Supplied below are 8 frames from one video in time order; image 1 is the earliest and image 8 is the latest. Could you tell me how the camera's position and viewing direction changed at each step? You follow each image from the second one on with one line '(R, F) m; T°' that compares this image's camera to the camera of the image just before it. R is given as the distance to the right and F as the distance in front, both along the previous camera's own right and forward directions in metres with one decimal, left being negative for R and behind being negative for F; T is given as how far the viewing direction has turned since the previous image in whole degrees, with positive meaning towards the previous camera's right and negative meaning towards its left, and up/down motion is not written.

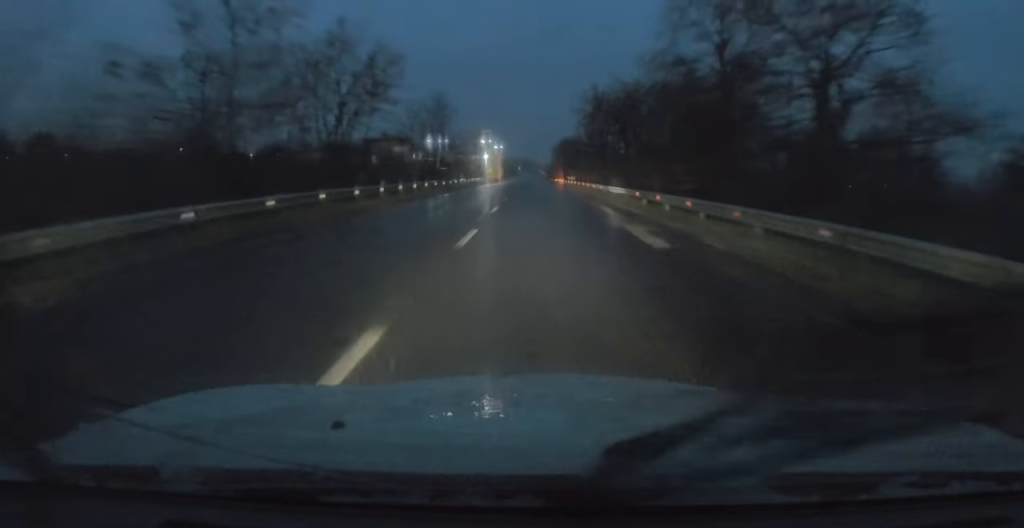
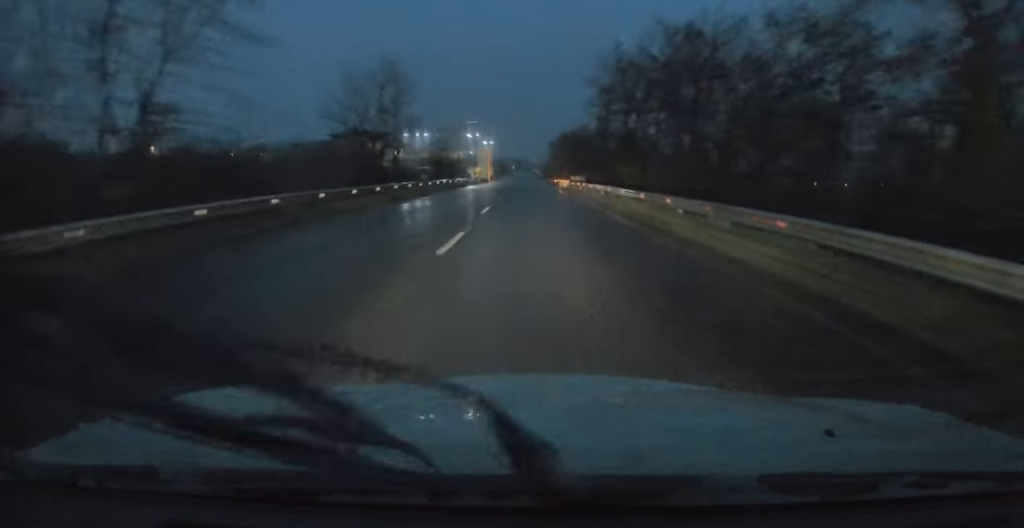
(0.0, +19.0) m; 0°
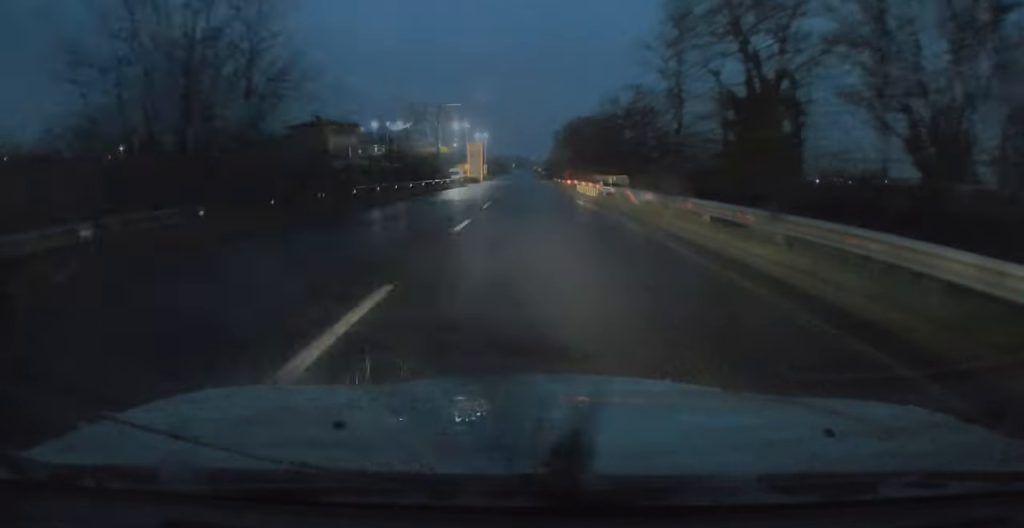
(-0.1, +23.2) m; 0°
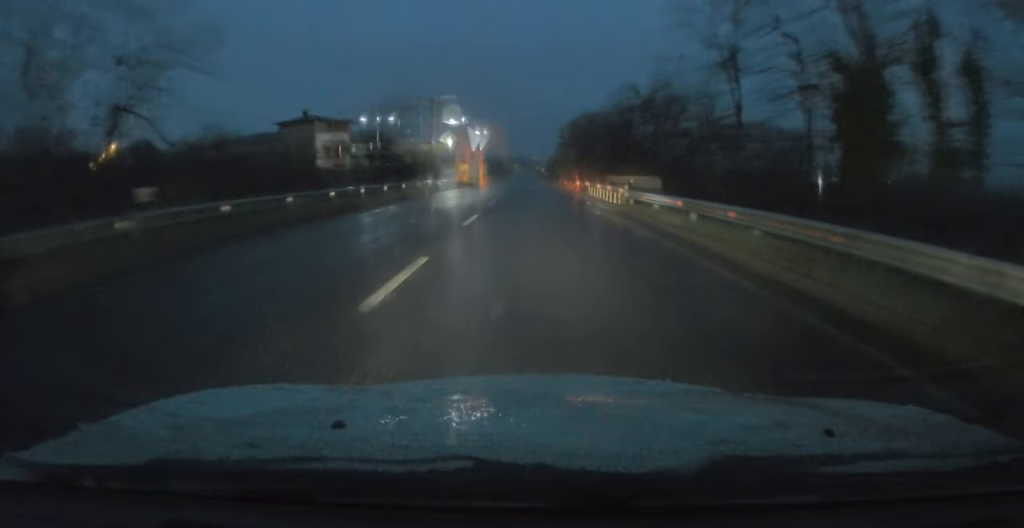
(0.0, +7.0) m; 0°
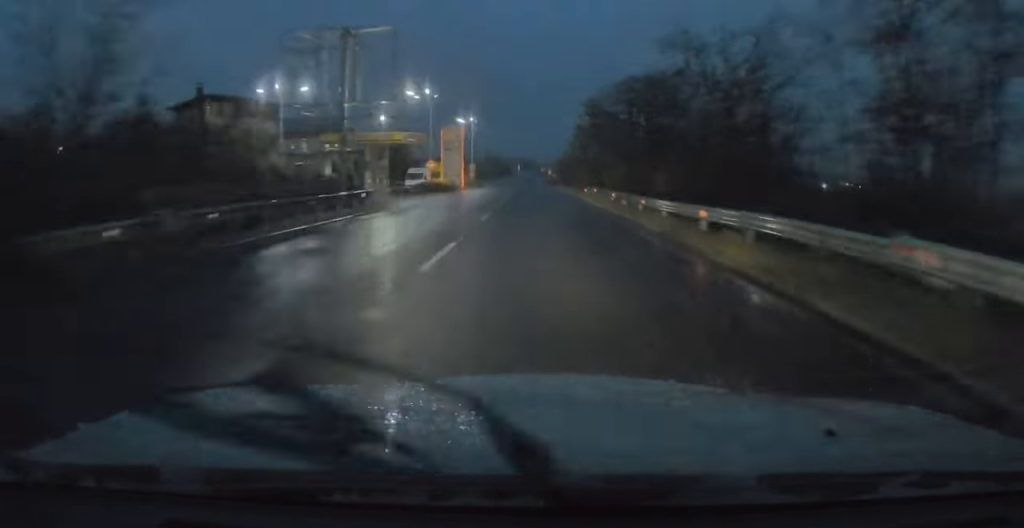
(-0.2, +32.9) m; 0°
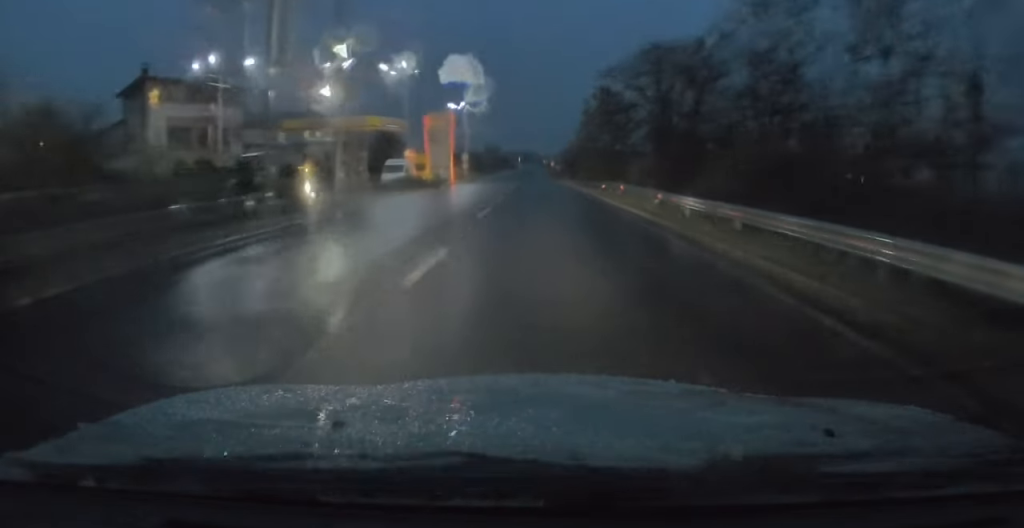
(+0.1, +10.3) m; 0°
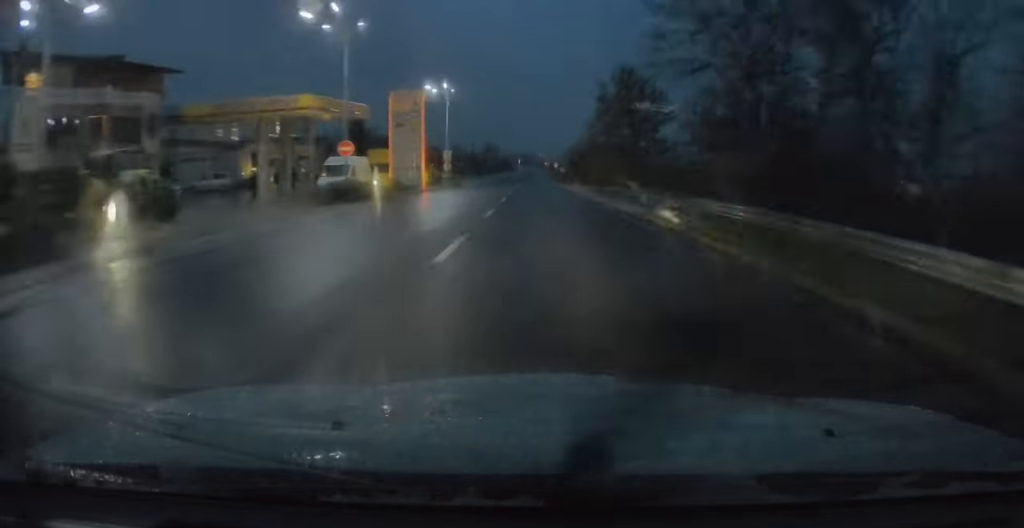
(-0.1, +16.3) m; 0°
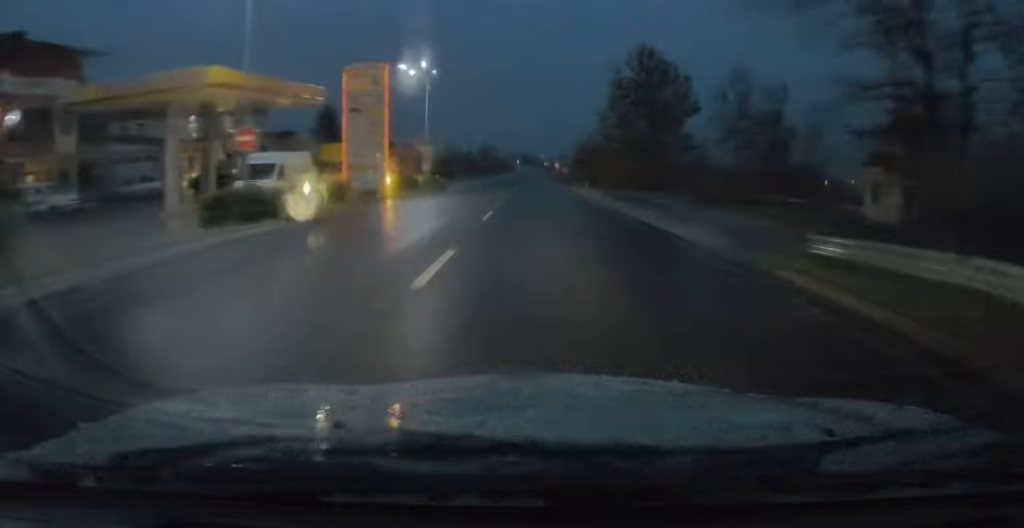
(0.0, +10.9) m; 0°
